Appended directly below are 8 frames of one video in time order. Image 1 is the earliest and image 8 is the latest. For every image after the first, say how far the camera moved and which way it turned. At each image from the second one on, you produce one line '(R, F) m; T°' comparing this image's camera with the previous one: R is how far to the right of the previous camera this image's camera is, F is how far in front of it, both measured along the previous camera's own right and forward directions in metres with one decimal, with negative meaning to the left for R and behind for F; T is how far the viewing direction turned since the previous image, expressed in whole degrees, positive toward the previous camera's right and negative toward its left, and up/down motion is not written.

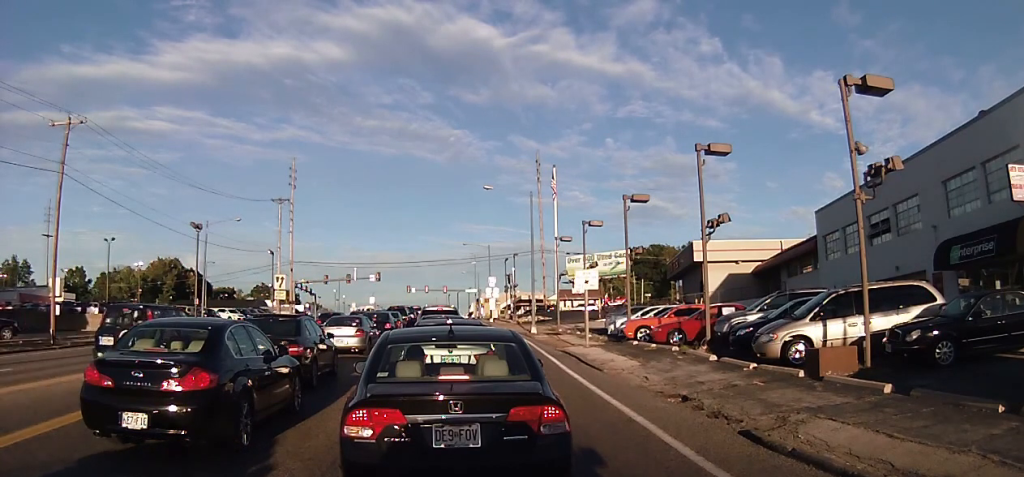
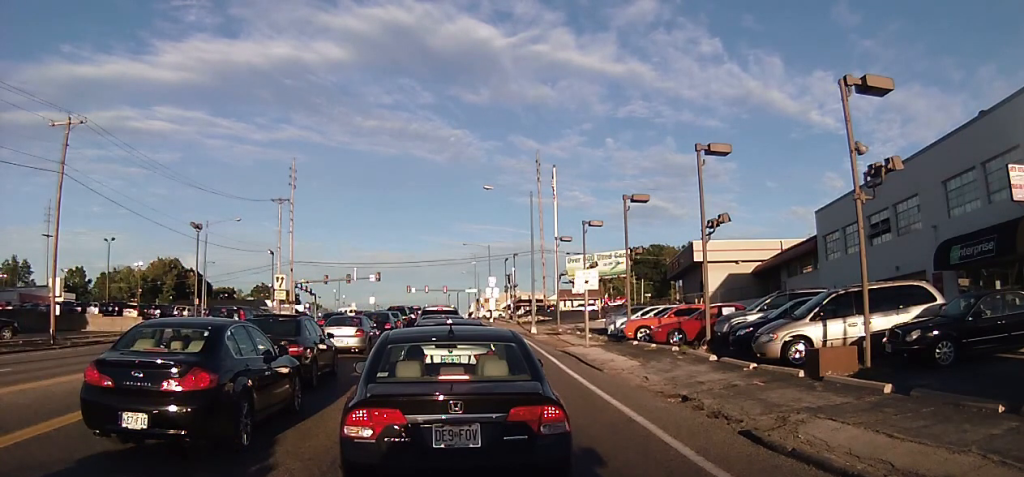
(0.0, 0.0) m; 0°
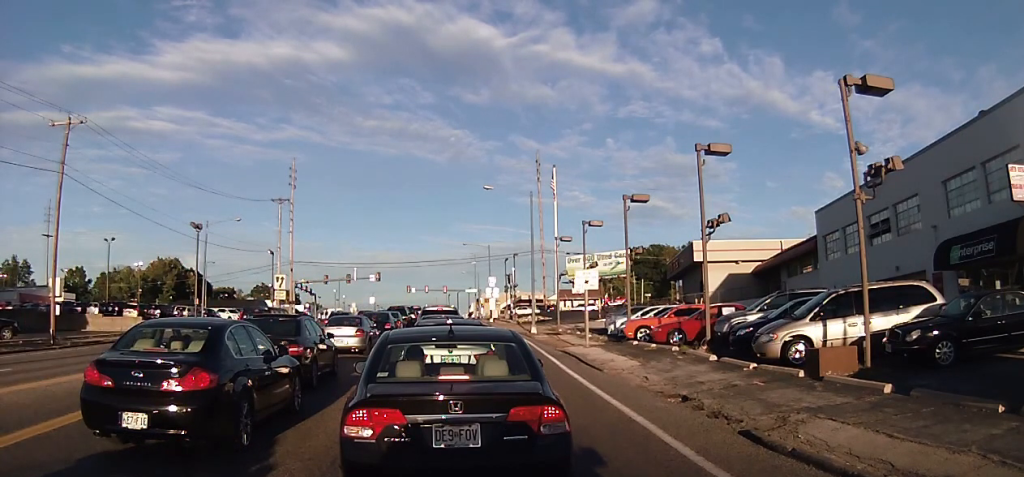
(0.0, 0.0) m; 0°
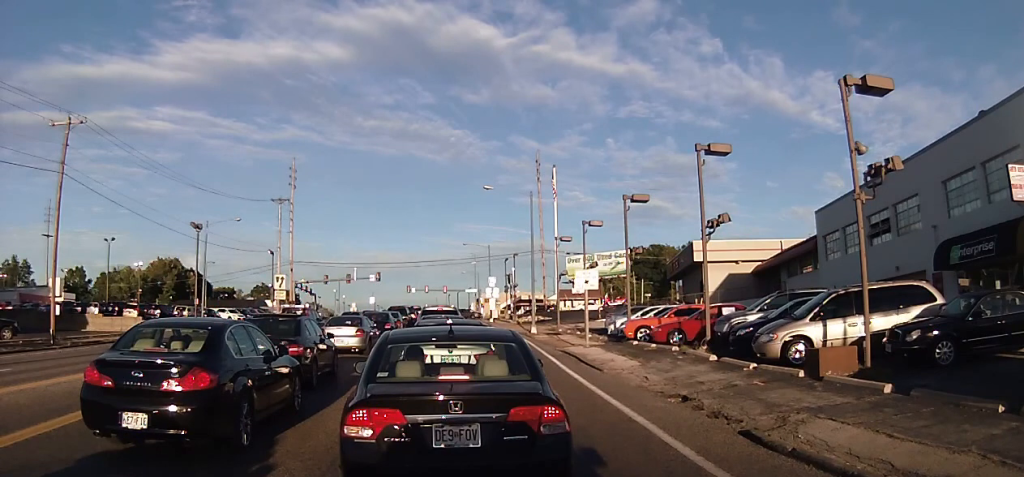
(0.0, 0.0) m; 0°
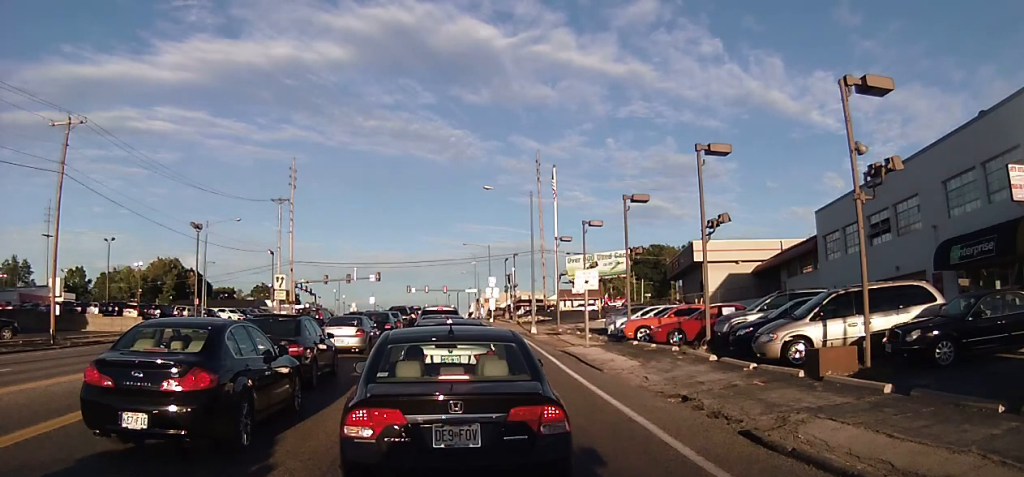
(0.0, 0.0) m; 0°
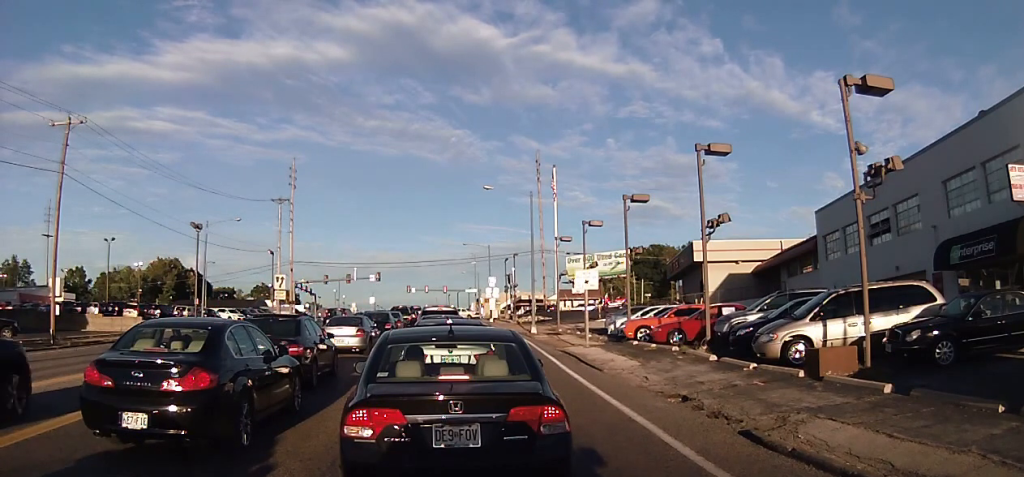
(0.0, 0.0) m; 0°
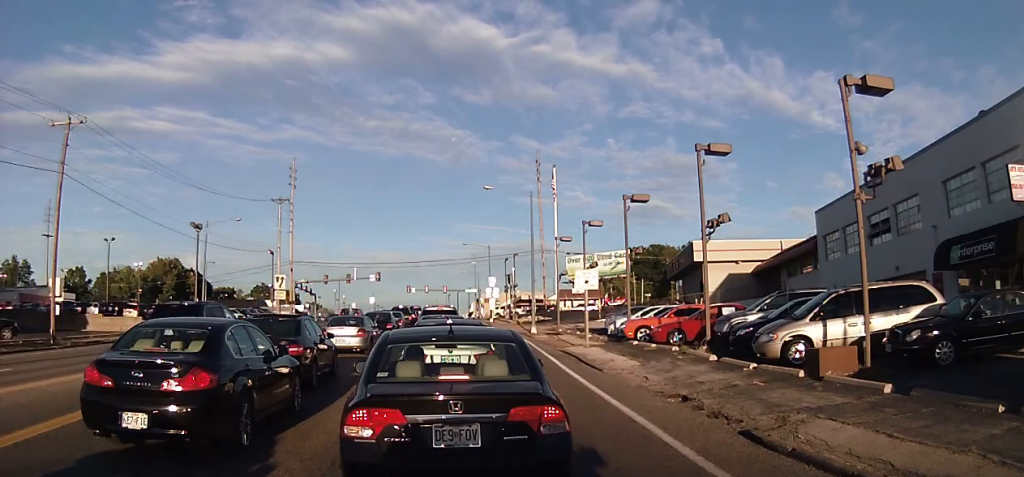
(0.0, 0.0) m; 0°
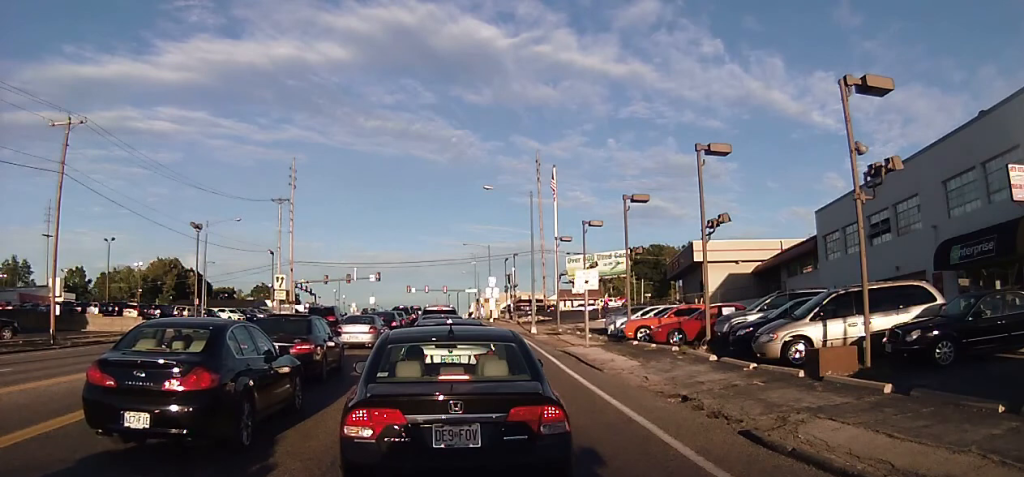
(0.0, 0.0) m; 0°
